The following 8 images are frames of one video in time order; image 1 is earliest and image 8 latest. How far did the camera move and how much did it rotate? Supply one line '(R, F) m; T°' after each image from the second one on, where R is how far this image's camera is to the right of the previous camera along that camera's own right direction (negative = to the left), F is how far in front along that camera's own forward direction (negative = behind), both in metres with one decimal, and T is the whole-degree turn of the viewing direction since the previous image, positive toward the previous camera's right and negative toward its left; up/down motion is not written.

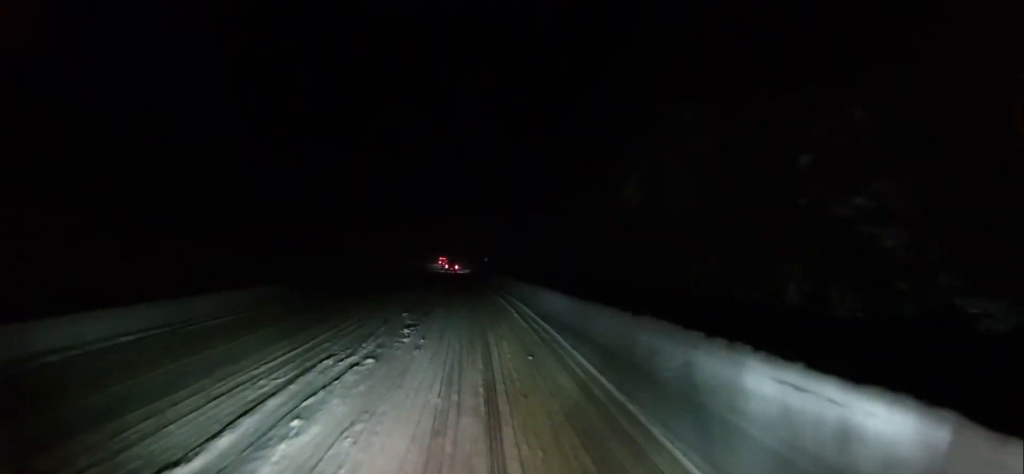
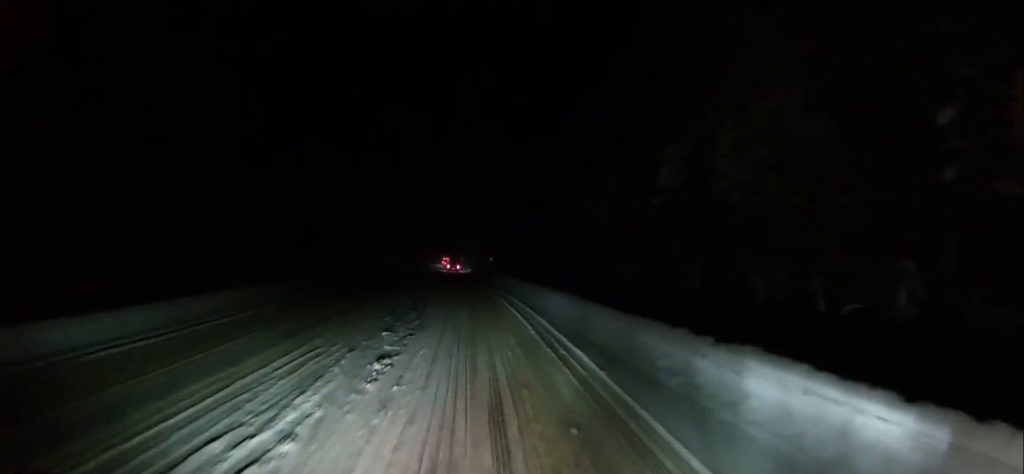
(-0.4, +6.8) m; -2°
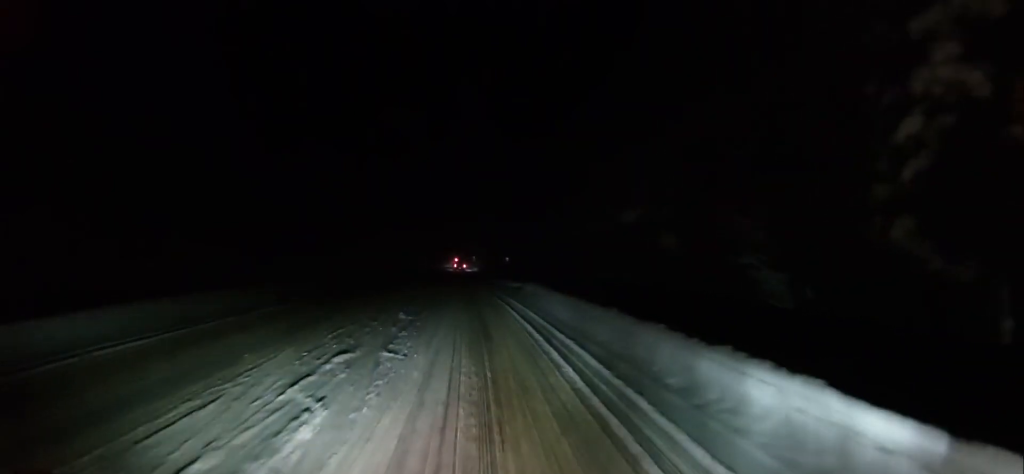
(-0.1, +18.8) m; -1°
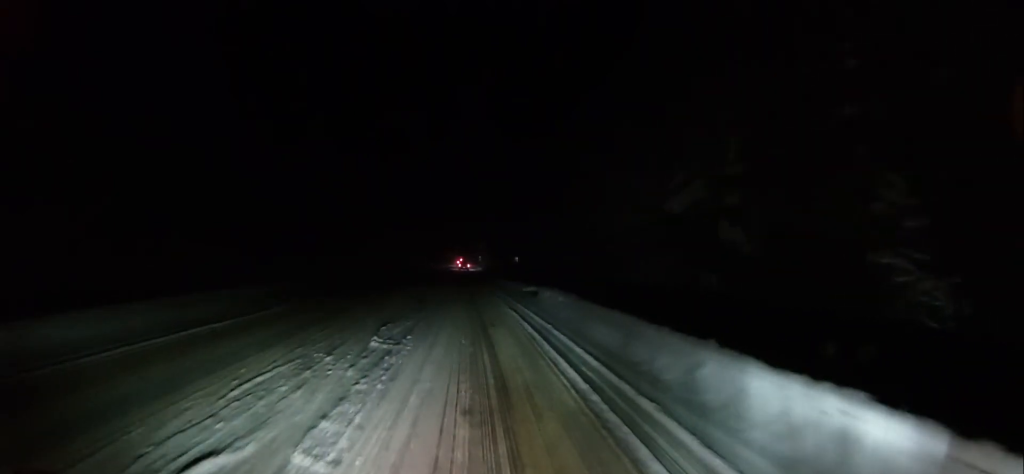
(-0.2, +8.2) m; -1°
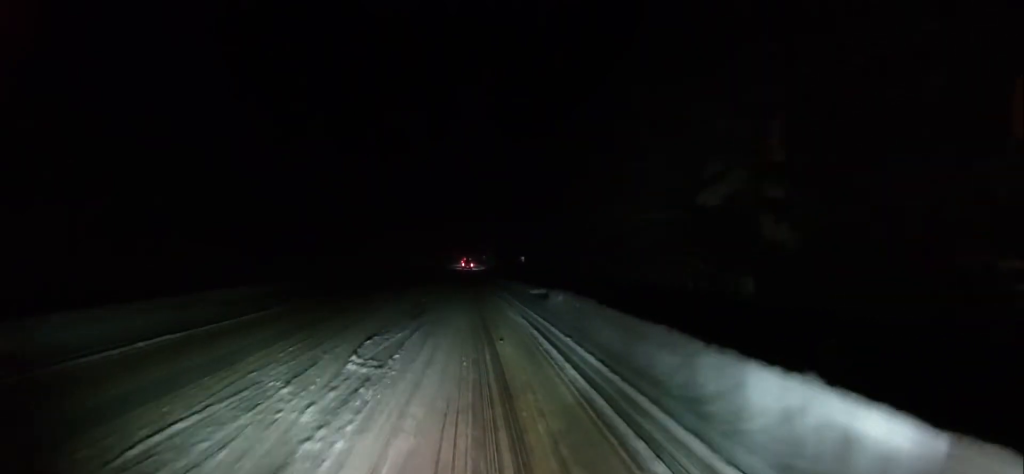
(-0.2, +3.8) m; -1°
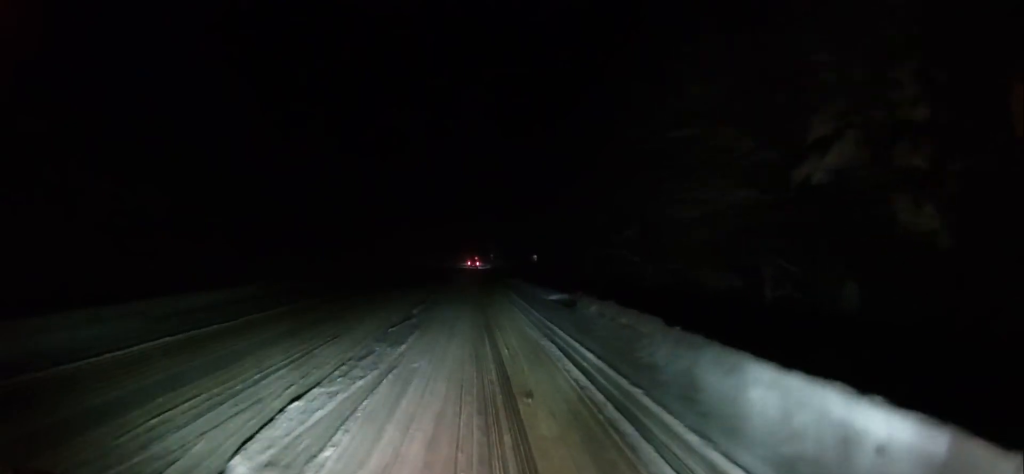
(+0.2, +7.9) m; 0°
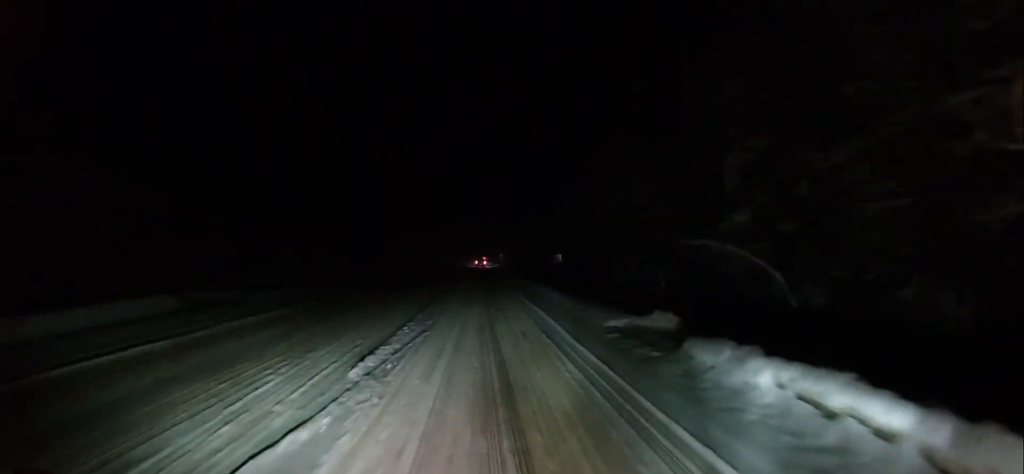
(-0.1, +15.4) m; 0°
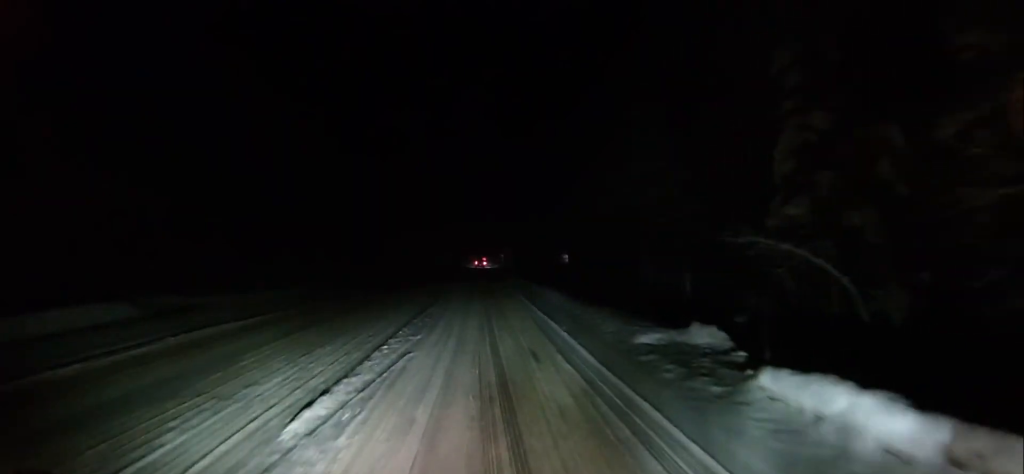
(+0.1, +4.5) m; 0°
